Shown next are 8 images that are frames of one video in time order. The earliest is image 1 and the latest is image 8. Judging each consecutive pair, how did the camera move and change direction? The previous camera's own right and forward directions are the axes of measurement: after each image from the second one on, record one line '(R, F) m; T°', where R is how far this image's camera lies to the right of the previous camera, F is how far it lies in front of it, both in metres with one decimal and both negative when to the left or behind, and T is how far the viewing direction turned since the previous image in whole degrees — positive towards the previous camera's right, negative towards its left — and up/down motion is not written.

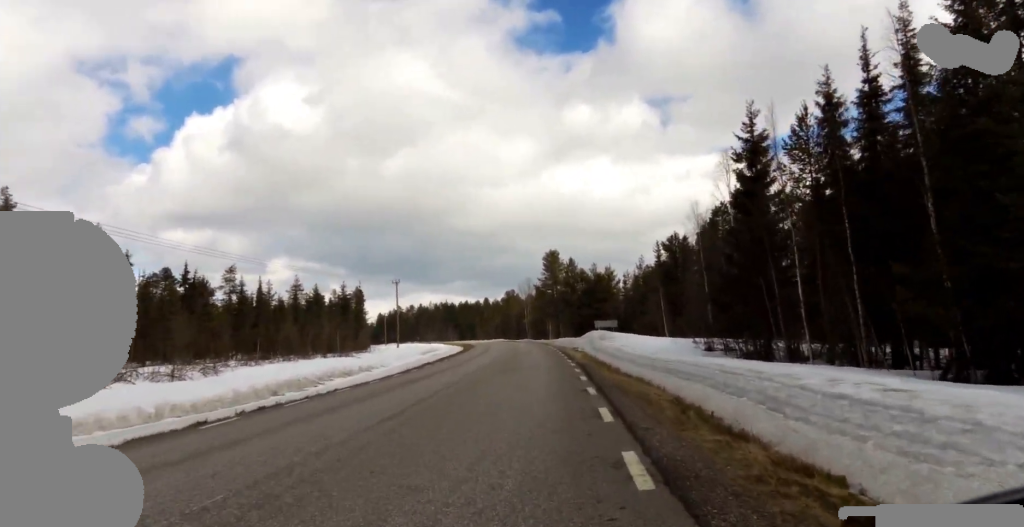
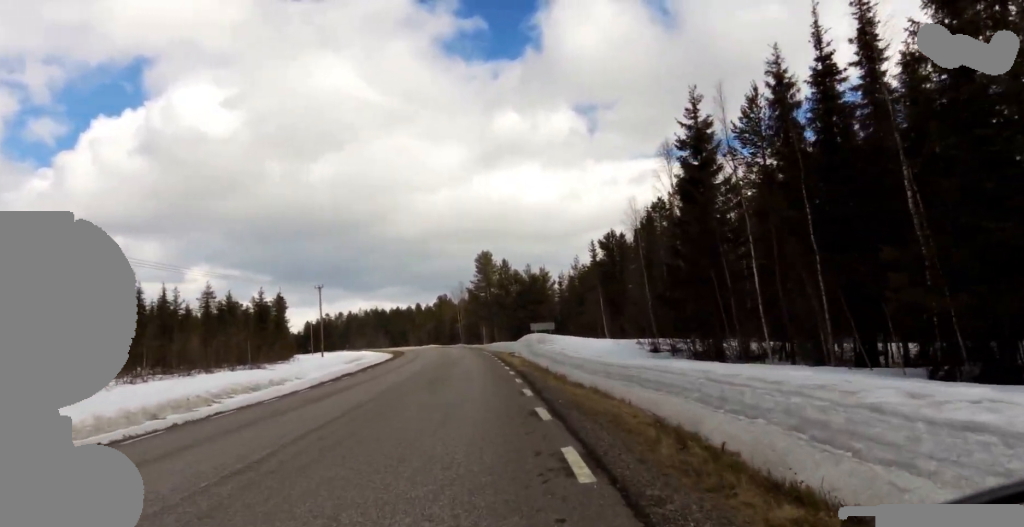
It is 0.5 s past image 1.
(-0.2, +2.9) m; 0°
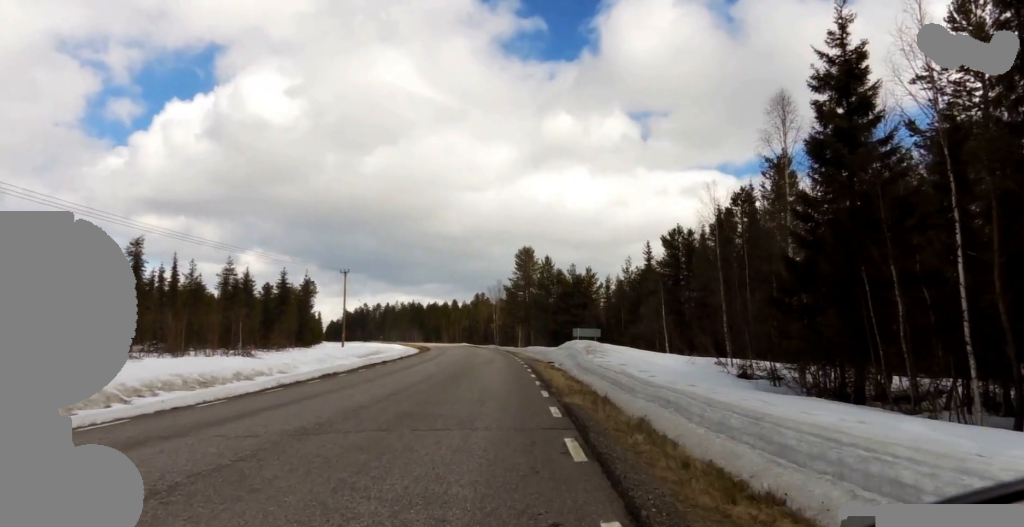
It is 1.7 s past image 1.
(+0.3, +7.8) m; 0°
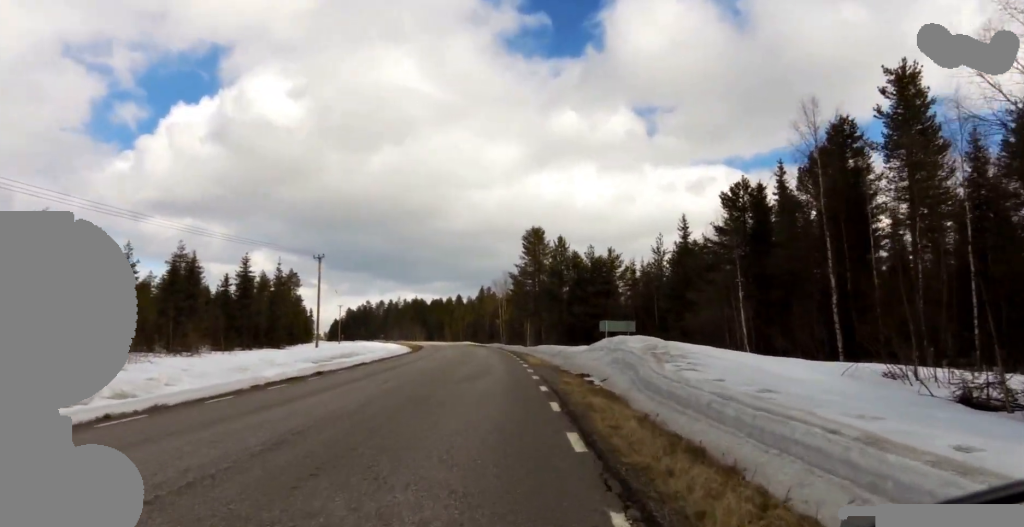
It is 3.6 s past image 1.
(0.0, +12.0) m; 0°
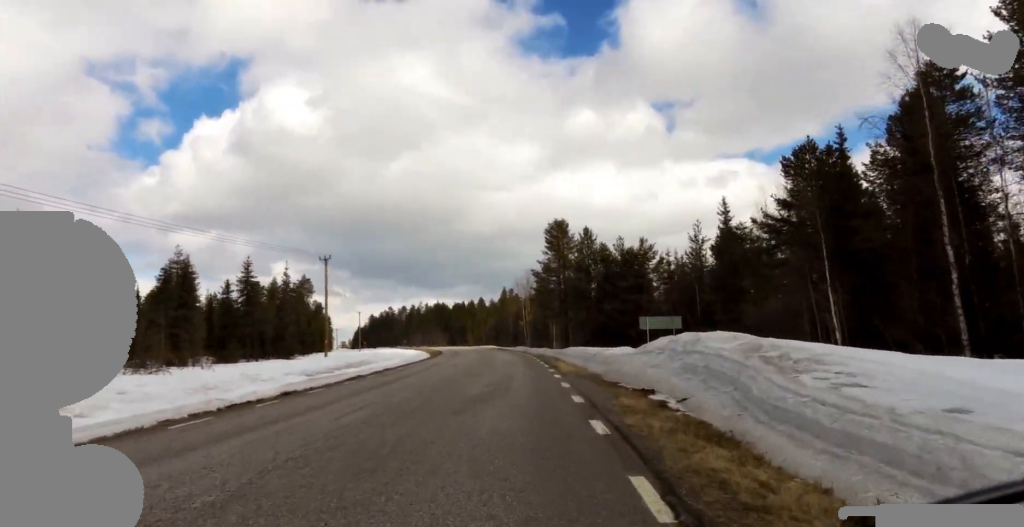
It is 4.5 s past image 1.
(-0.4, +5.4) m; -3°
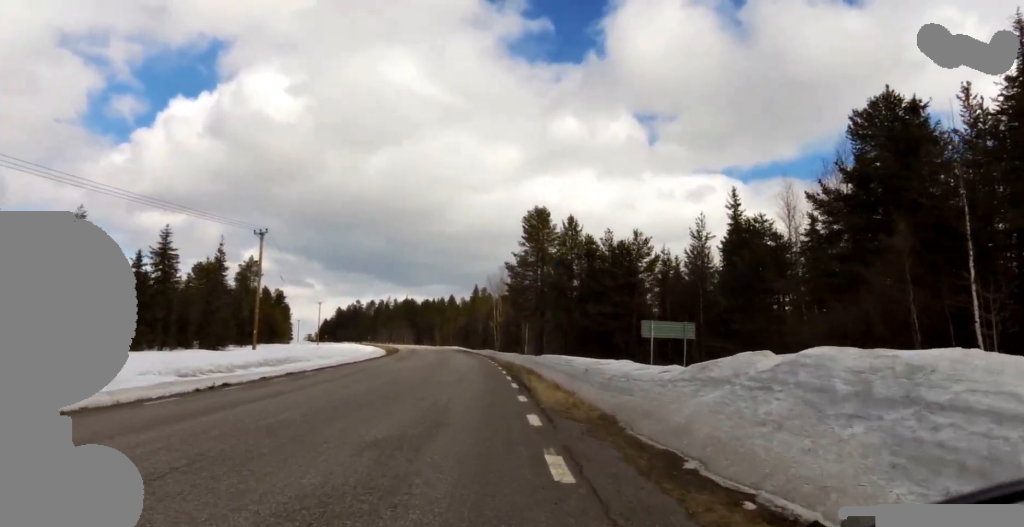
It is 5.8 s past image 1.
(-0.1, +8.3) m; -1°
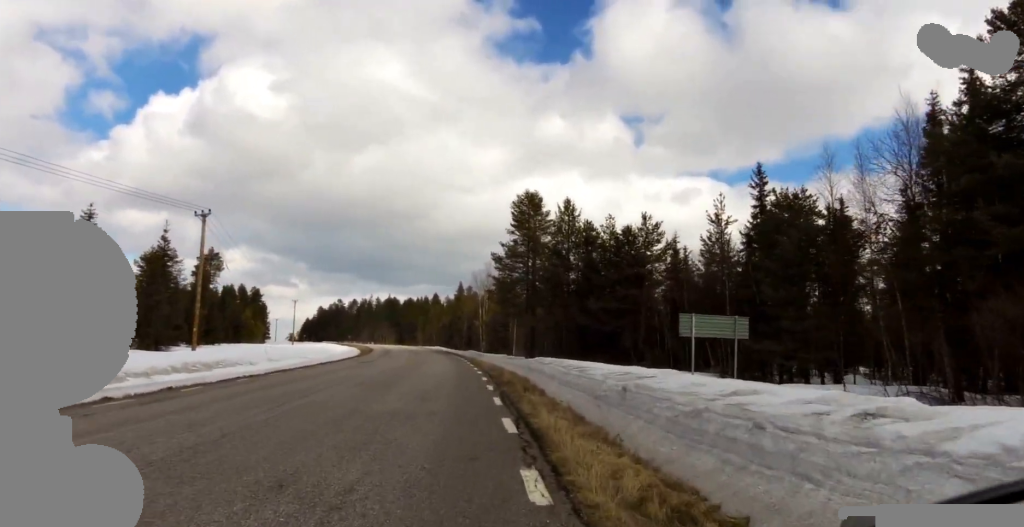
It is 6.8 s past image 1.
(0.0, +6.8) m; +1°
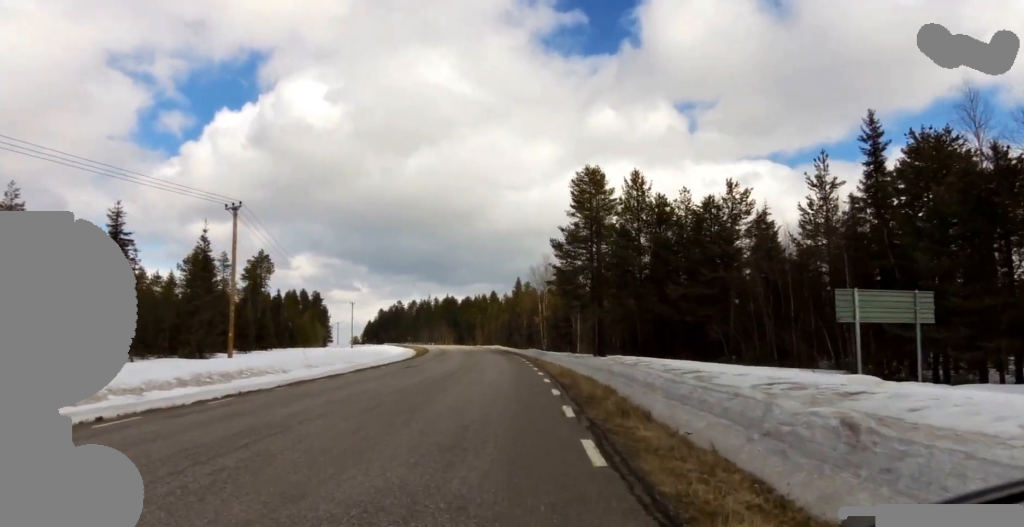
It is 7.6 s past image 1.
(-0.1, +4.9) m; +3°
